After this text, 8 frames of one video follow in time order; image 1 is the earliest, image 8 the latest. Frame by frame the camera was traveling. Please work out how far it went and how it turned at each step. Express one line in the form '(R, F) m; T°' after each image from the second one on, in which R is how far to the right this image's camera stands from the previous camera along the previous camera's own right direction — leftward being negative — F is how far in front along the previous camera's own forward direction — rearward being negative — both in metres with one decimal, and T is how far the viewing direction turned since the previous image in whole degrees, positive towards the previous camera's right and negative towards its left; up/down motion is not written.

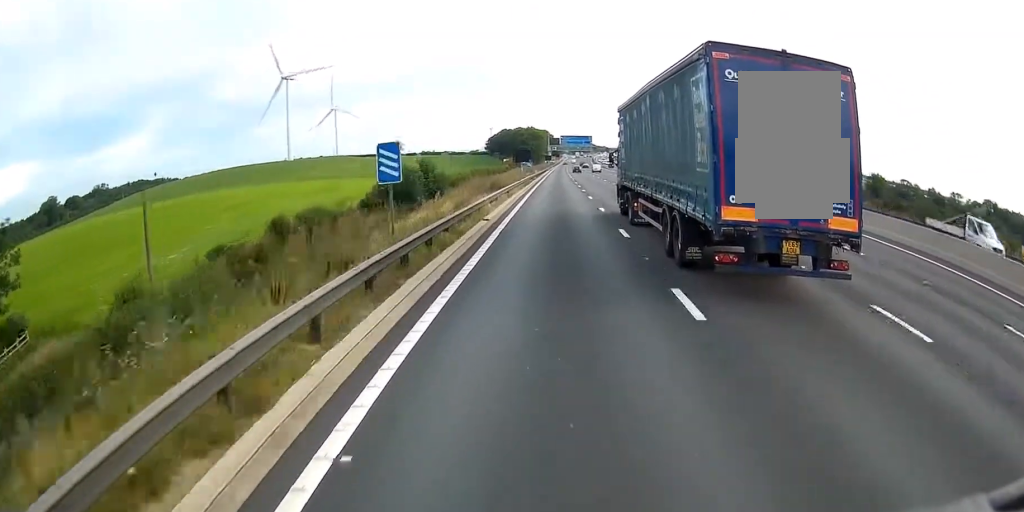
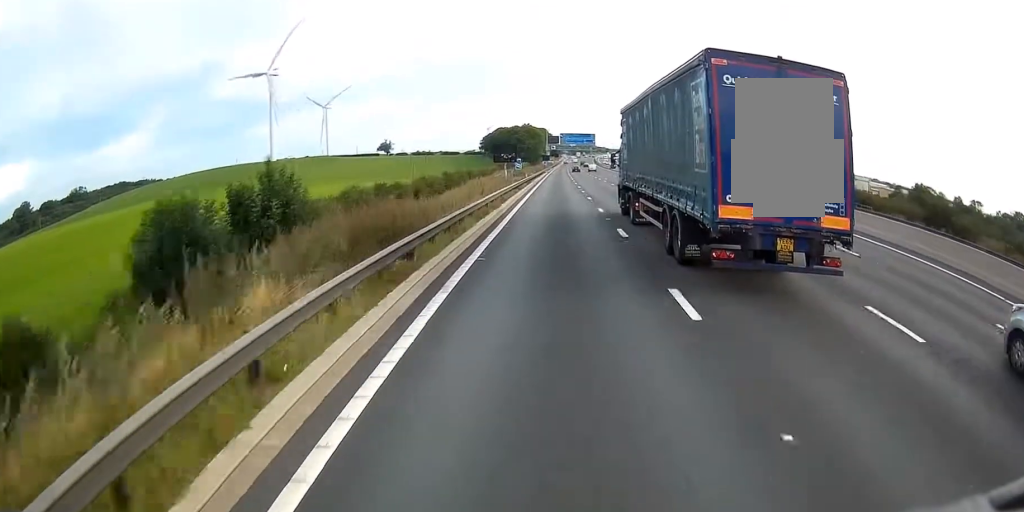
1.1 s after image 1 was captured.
(+0.4, +26.4) m; 0°
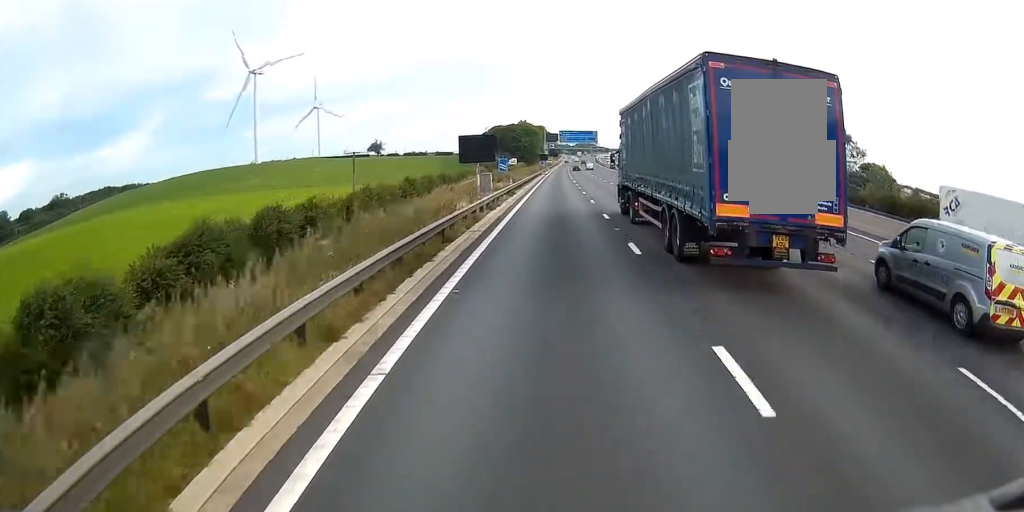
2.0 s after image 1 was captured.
(-0.3, +20.9) m; 0°
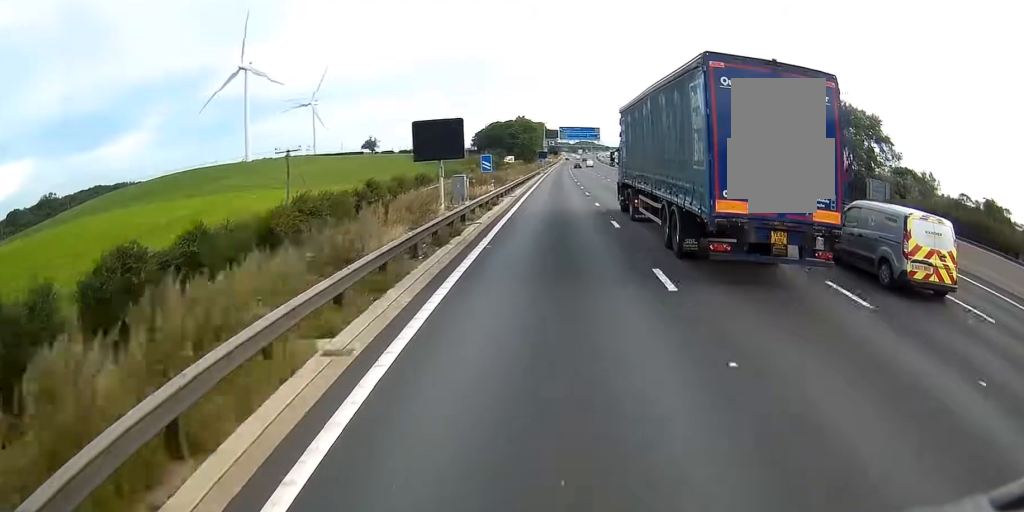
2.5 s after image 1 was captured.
(+0.1, +12.9) m; 0°
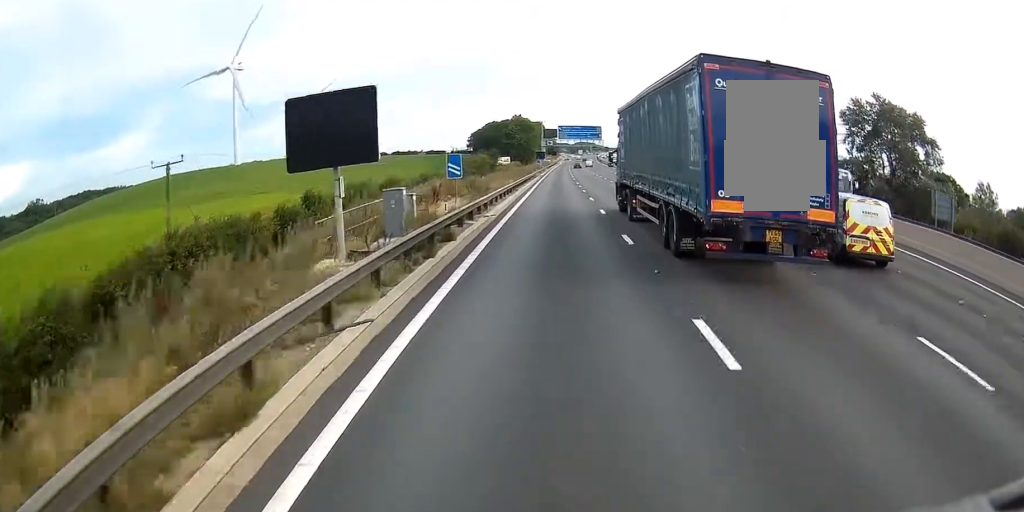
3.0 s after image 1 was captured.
(+0.2, +13.0) m; 0°
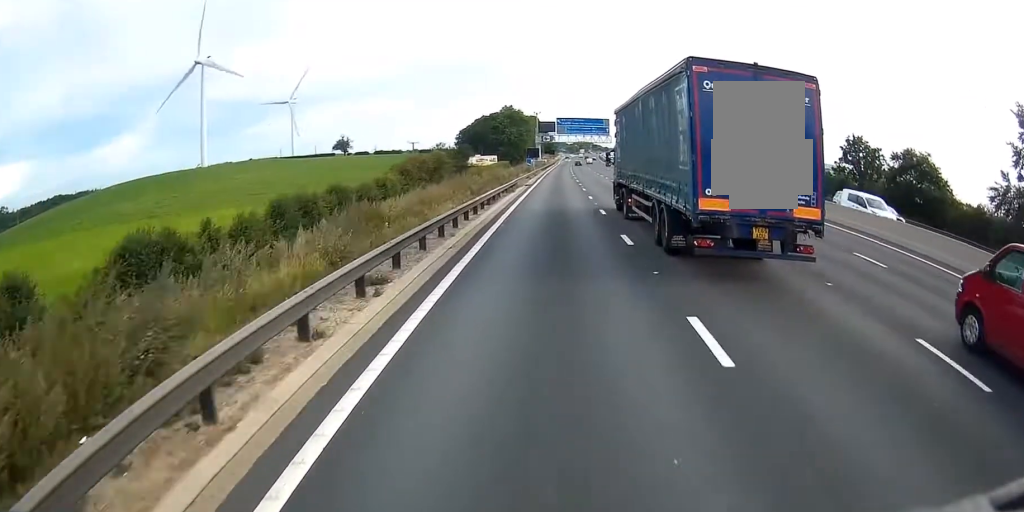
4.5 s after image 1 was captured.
(0.0, +35.9) m; +1°
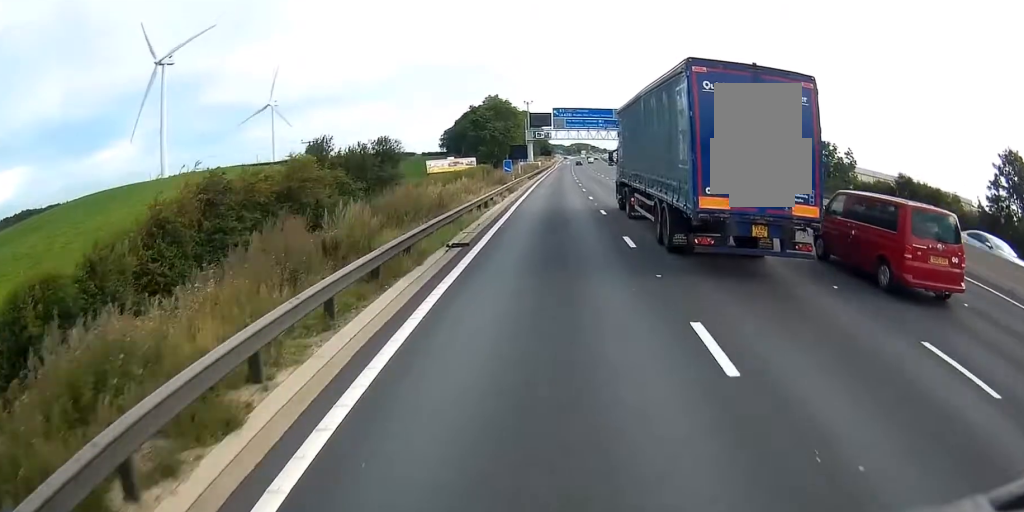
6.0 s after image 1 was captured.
(+0.2, +35.8) m; 0°
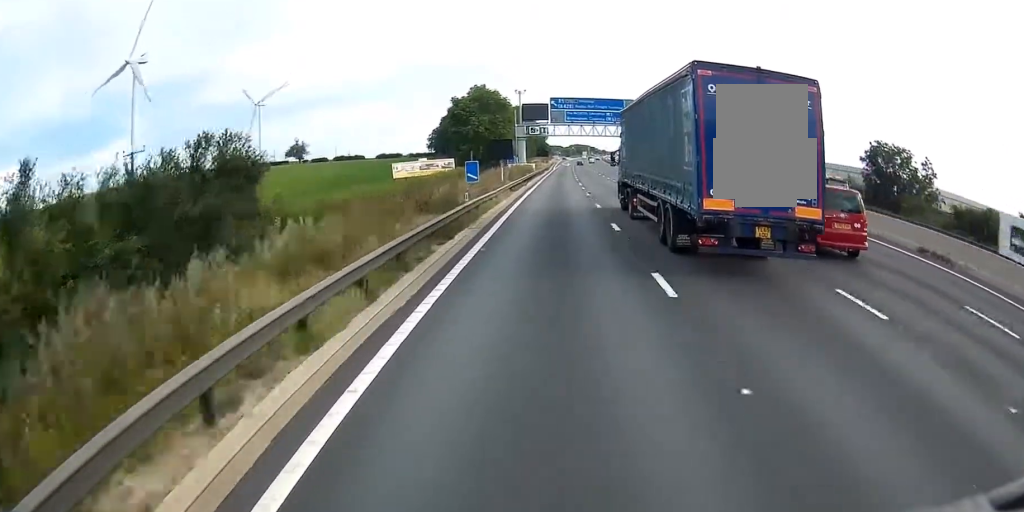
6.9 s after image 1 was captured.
(0.0, +23.5) m; 0°
